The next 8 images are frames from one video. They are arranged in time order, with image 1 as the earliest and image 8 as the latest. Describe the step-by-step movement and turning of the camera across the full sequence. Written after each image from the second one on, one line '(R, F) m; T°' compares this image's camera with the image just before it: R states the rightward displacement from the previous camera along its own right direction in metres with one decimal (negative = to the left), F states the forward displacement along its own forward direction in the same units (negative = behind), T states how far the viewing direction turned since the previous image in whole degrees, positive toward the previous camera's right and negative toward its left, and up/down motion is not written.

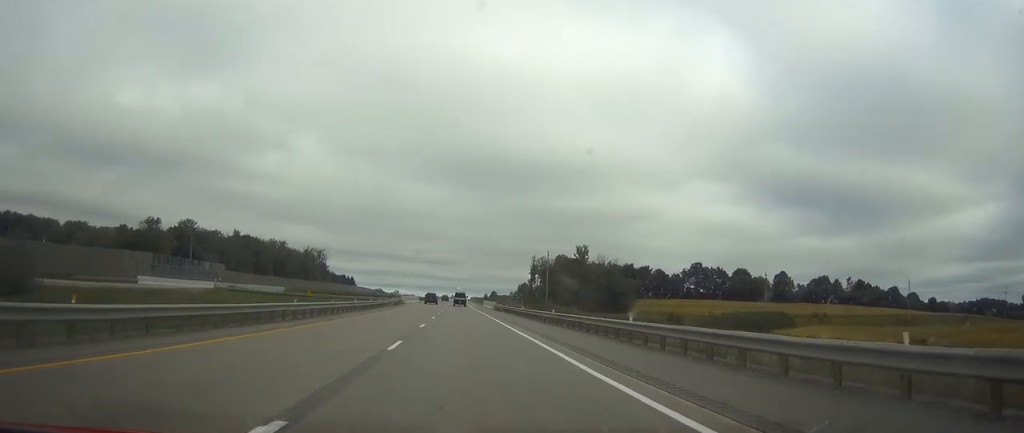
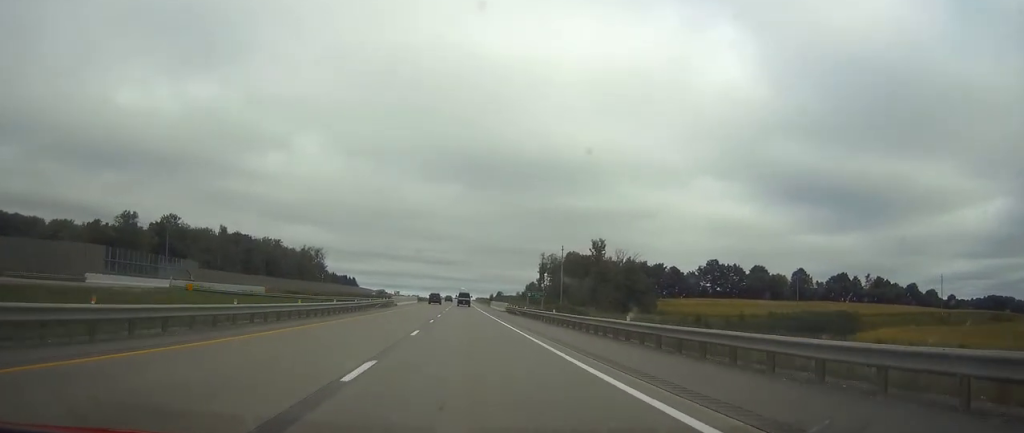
(-0.1, +18.3) m; 0°
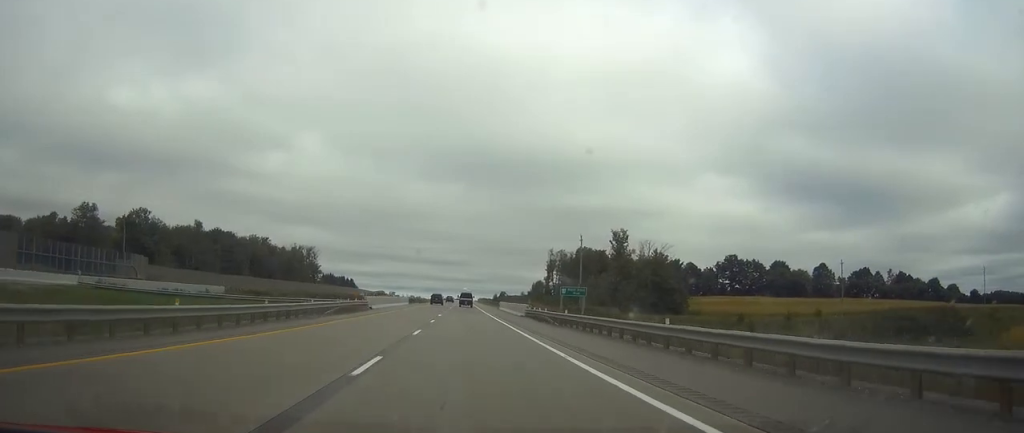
(-0.1, +23.7) m; 0°
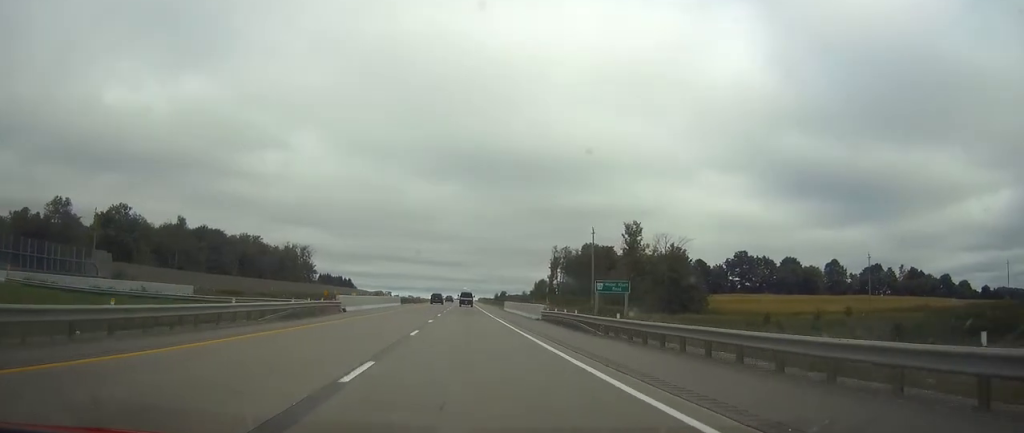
(0.0, +12.9) m; 0°
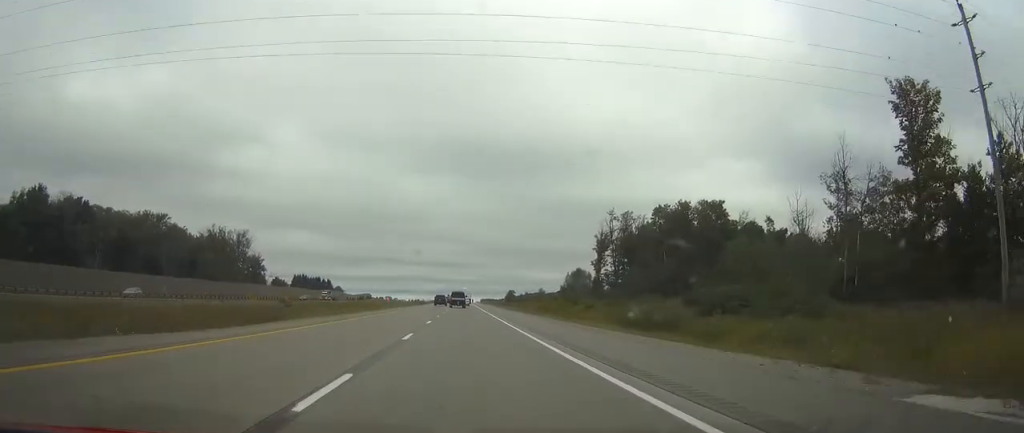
(-0.1, +99.4) m; 0°
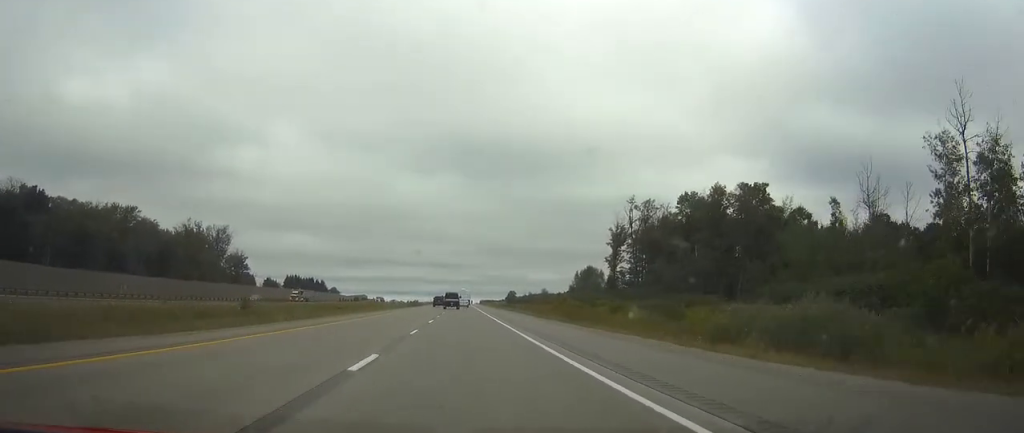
(0.0, +20.6) m; 0°
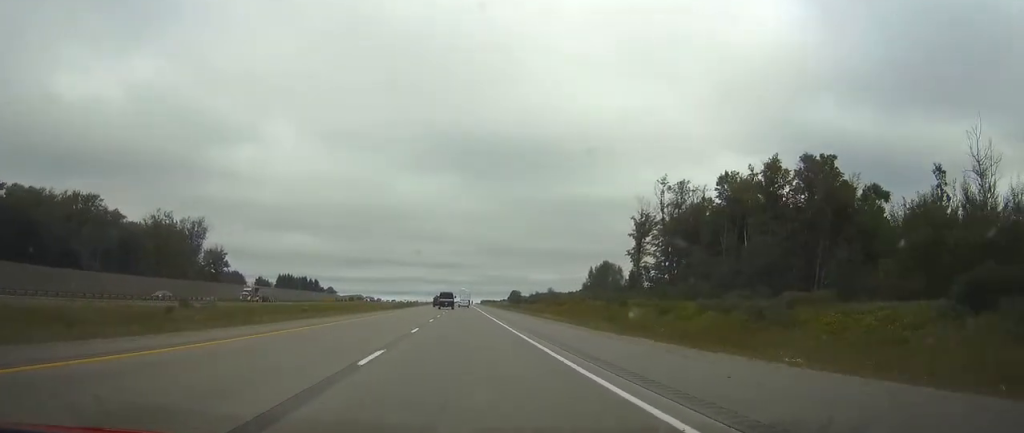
(-0.1, +22.9) m; 0°
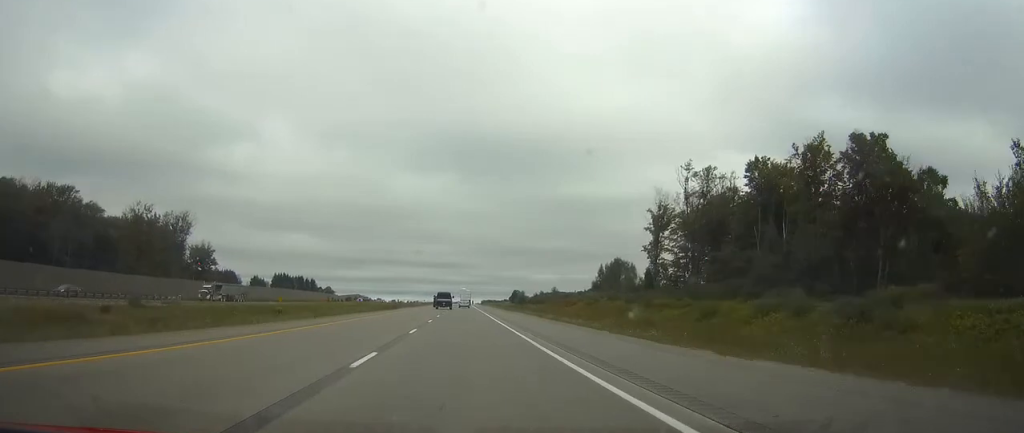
(0.0, +13.1) m; 0°
